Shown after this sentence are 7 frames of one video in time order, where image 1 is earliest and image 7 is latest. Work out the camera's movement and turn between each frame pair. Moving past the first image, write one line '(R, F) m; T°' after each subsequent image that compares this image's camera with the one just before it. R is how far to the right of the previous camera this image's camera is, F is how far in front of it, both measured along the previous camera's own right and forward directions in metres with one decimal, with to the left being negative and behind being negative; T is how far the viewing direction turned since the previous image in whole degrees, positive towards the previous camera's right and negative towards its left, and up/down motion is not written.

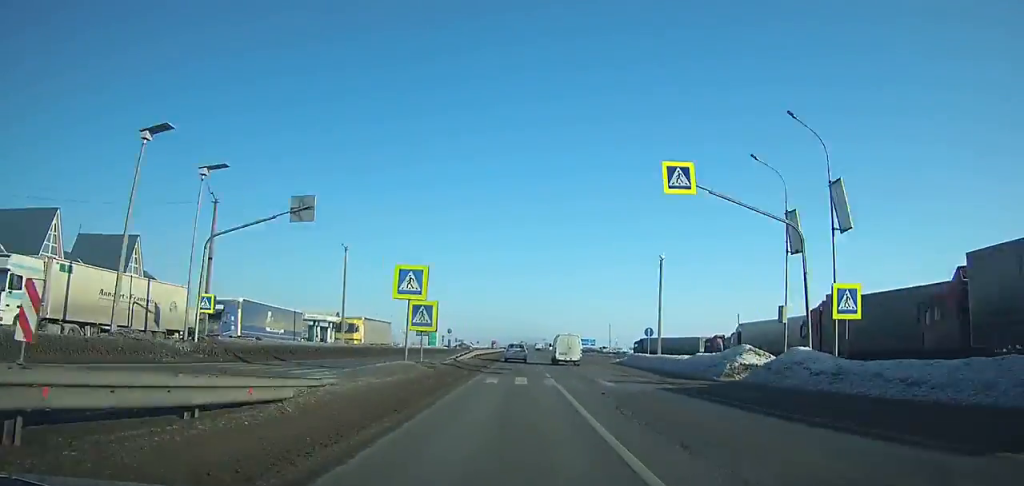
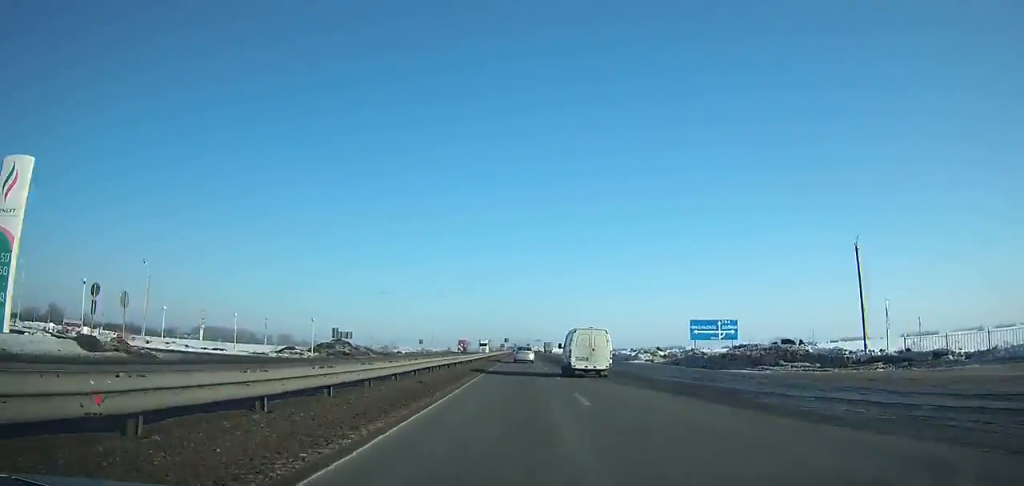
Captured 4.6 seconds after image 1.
(+0.9, +121.1) m; +1°
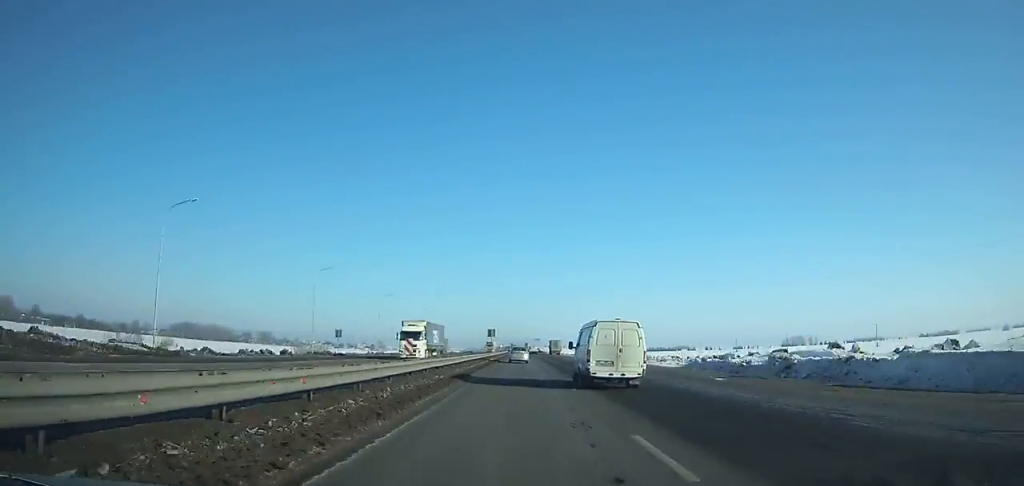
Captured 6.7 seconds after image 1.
(-0.2, +56.3) m; 0°
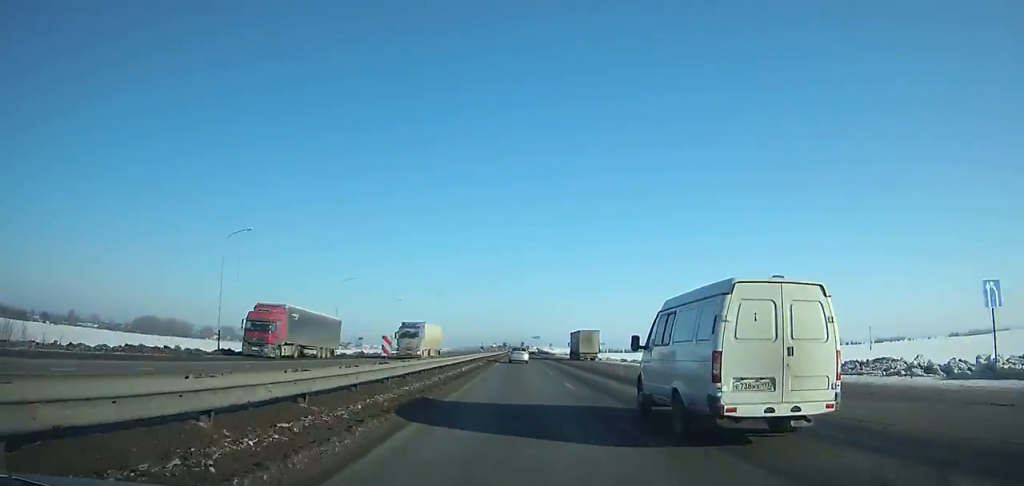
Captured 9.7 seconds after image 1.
(+0.4, +81.5) m; 0°
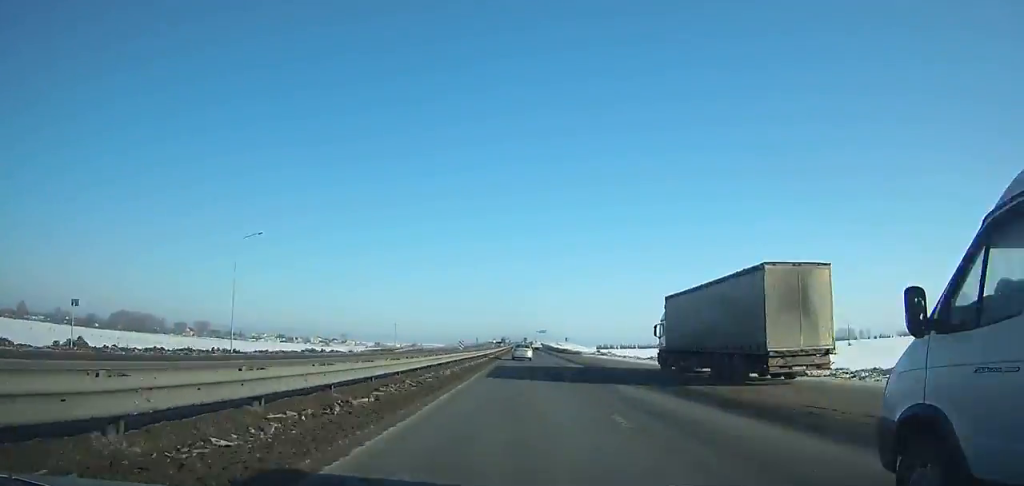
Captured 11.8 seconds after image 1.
(+0.1, +57.8) m; 0°
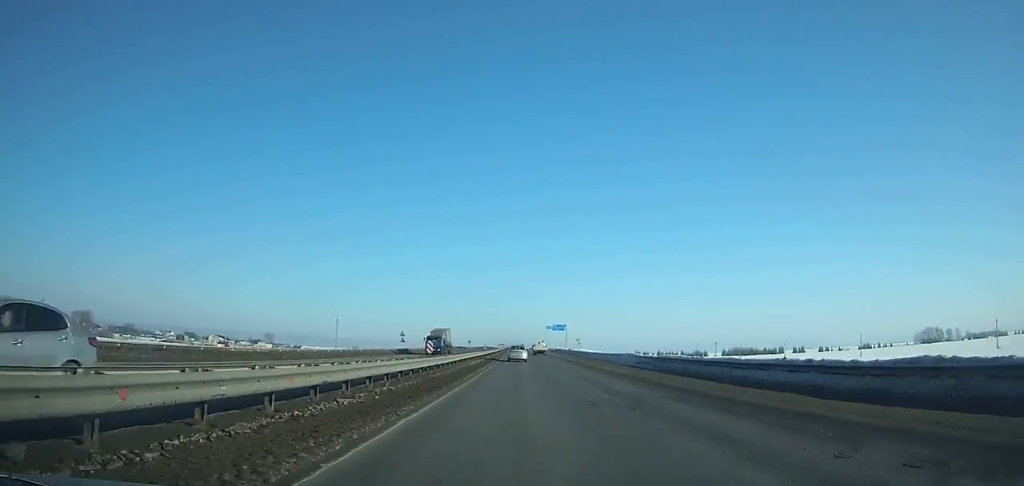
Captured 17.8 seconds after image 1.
(+0.6, +167.5) m; 0°
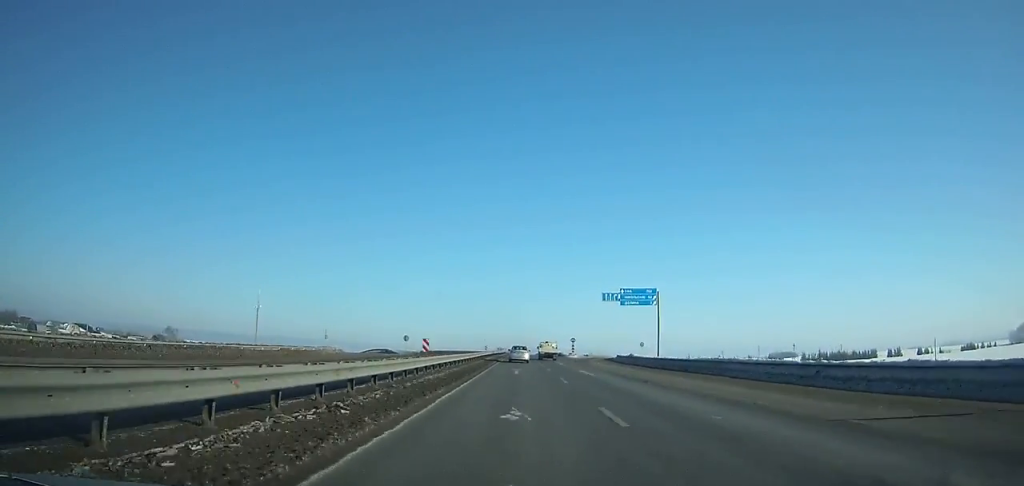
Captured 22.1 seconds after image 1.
(-0.2, +121.0) m; 0°
